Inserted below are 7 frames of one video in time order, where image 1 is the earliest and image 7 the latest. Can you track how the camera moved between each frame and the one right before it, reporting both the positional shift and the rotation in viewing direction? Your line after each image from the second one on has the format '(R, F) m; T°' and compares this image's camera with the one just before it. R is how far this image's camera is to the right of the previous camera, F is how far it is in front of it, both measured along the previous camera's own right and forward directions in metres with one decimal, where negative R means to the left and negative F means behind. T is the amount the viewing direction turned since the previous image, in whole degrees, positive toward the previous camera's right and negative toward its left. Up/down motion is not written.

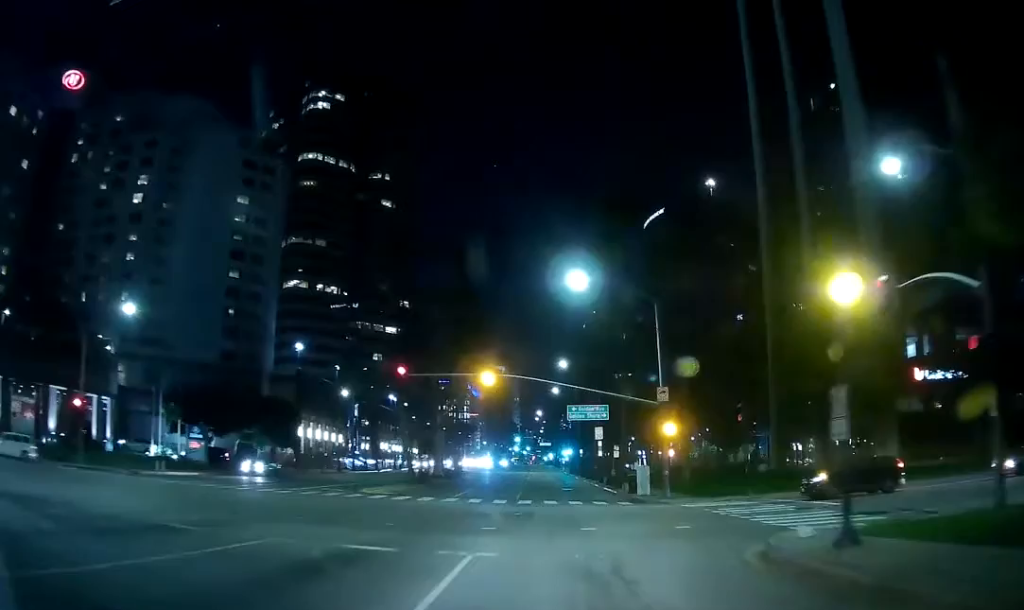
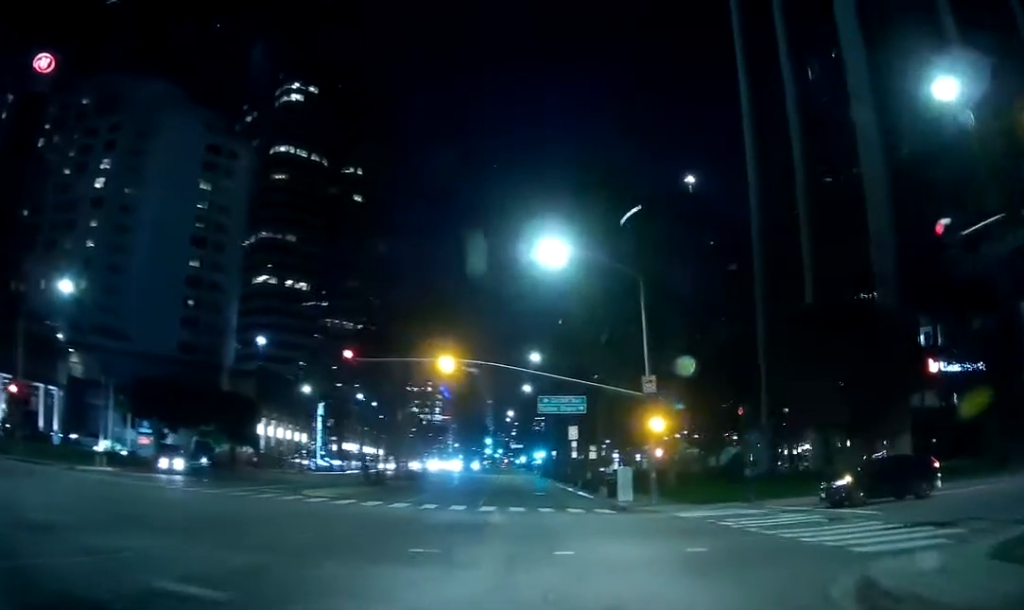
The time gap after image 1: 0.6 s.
(-0.1, +6.3) m; +3°
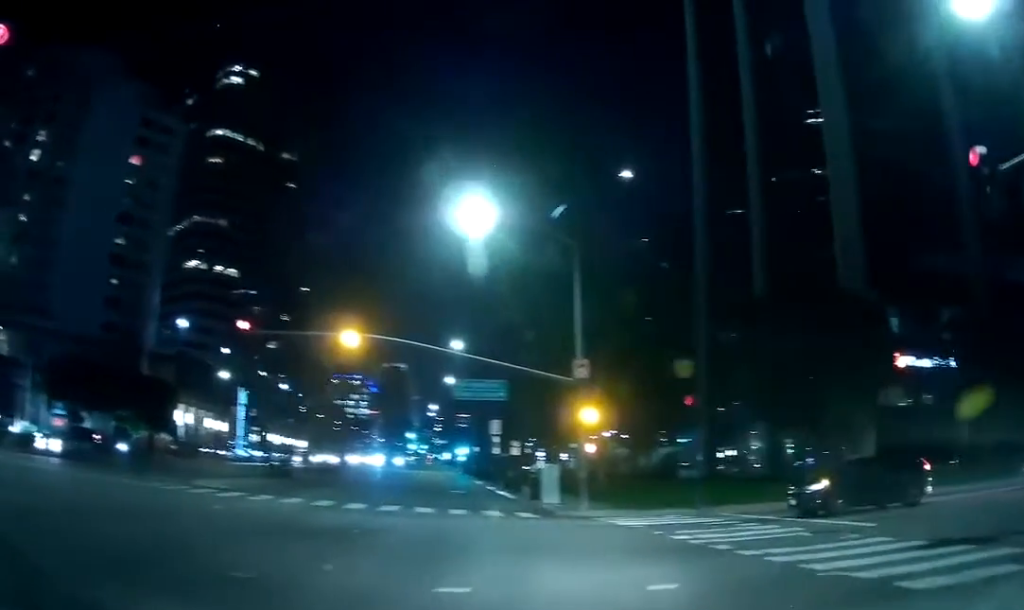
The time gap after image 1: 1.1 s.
(+0.1, +4.6) m; +7°
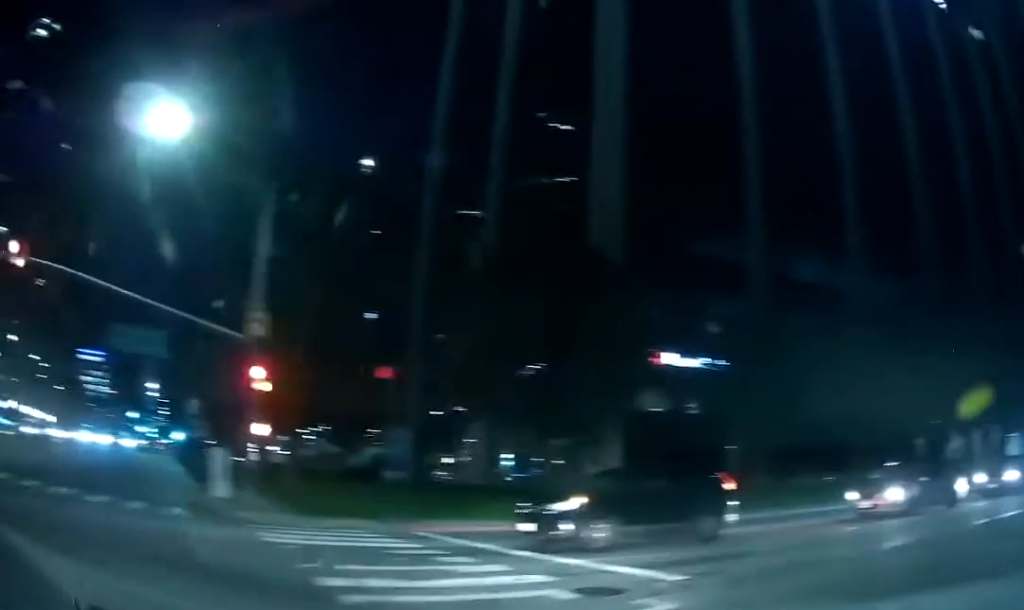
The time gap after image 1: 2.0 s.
(+1.0, +7.9) m; +17°
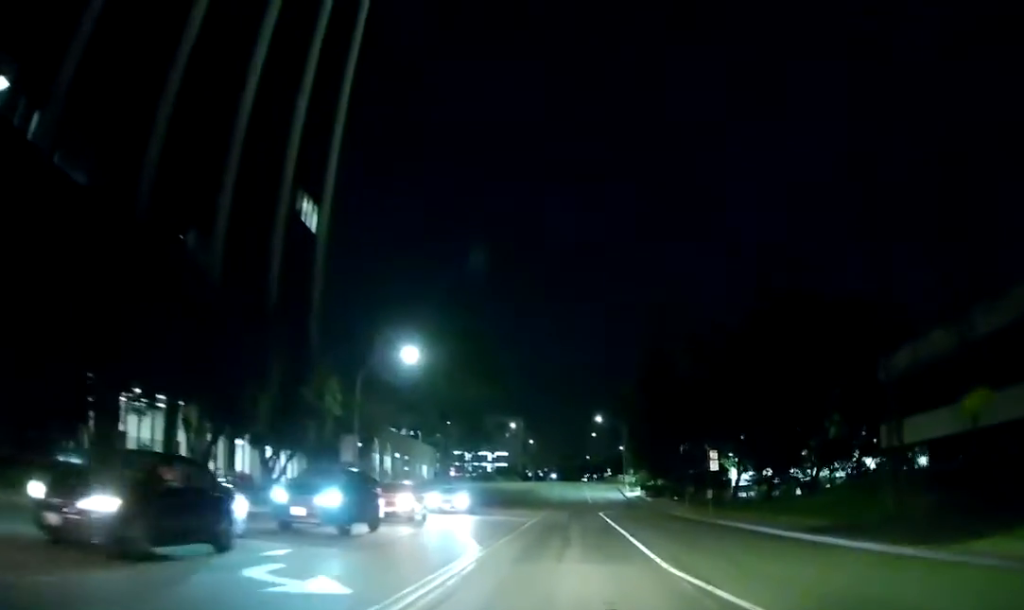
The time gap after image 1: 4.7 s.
(+8.5, +15.8) m; +57°
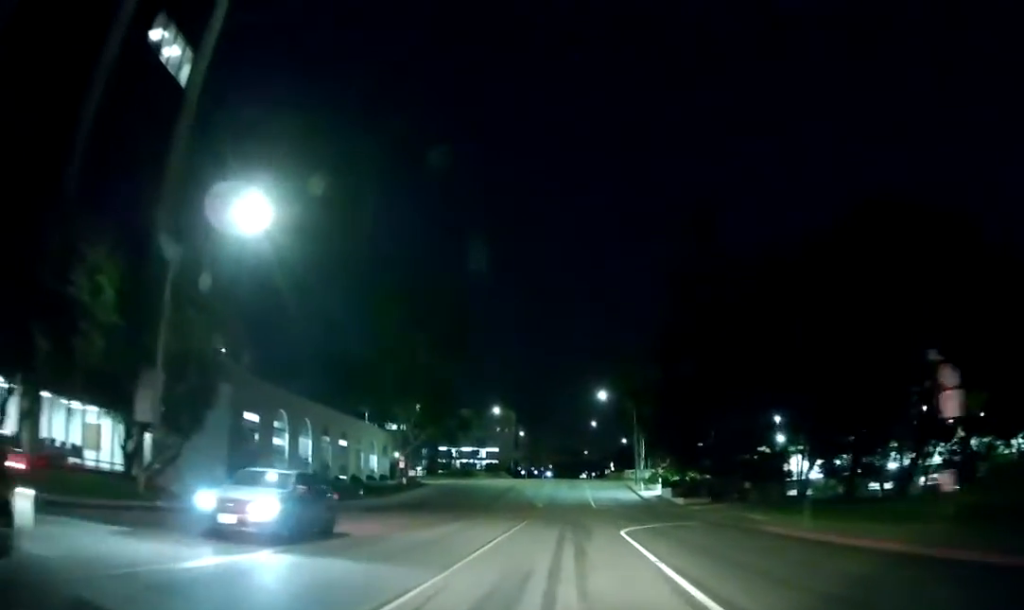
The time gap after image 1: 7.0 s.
(+3.0, +23.3) m; +6°
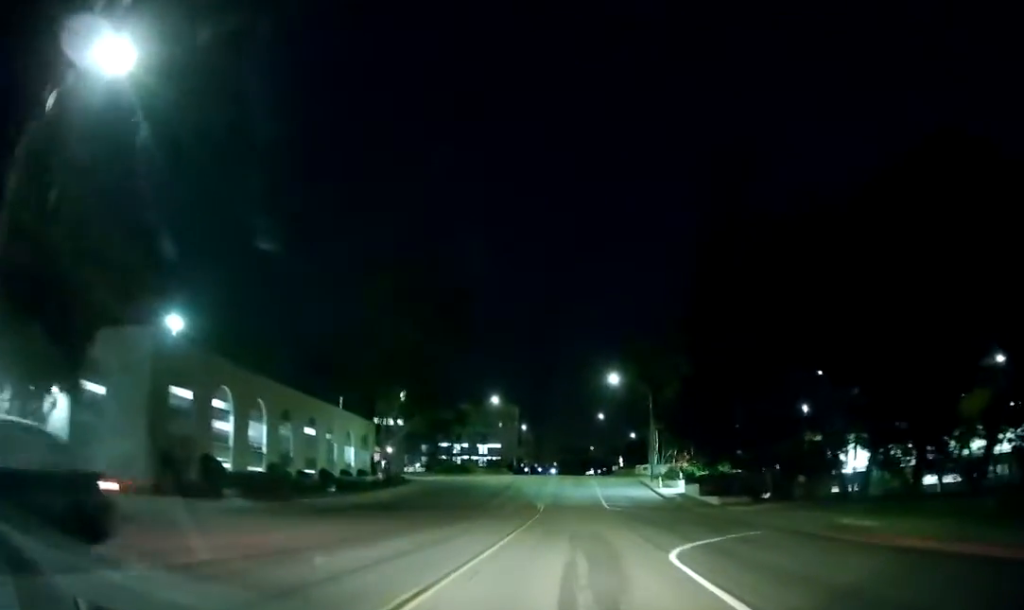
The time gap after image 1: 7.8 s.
(0.0, +9.4) m; -1°
